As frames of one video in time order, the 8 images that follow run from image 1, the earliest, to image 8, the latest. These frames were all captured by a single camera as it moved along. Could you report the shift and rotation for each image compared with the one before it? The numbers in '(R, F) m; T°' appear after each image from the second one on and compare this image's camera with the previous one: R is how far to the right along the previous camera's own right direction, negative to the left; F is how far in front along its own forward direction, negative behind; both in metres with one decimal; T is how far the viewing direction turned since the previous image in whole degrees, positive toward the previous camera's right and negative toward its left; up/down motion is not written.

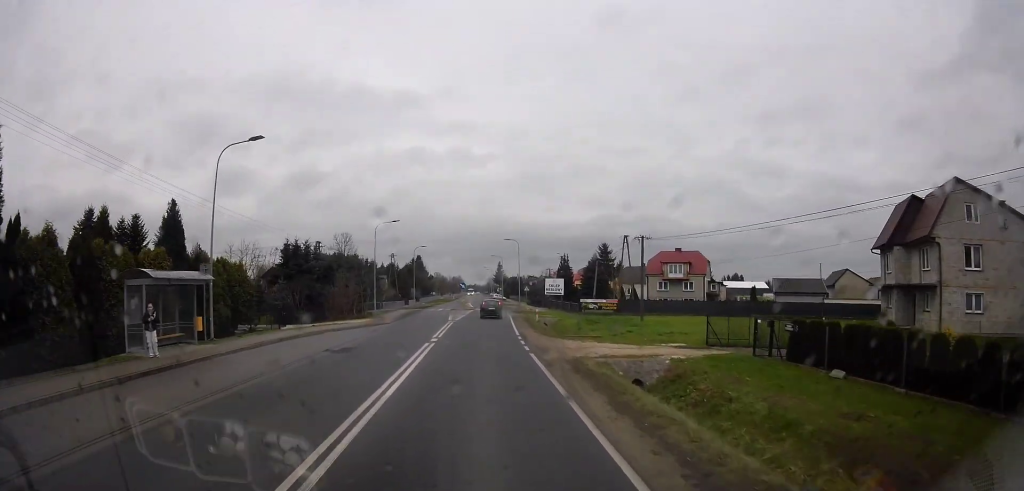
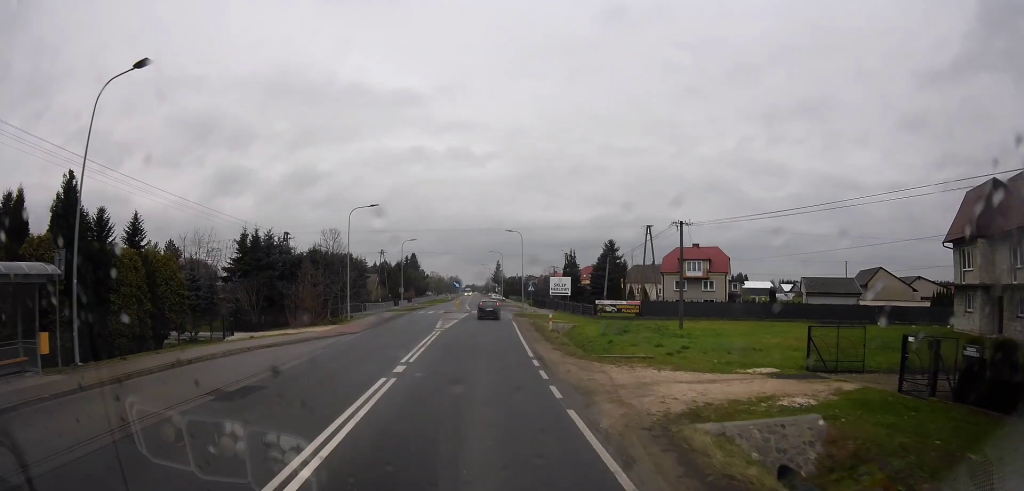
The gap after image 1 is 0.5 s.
(-0.4, +7.8) m; -1°
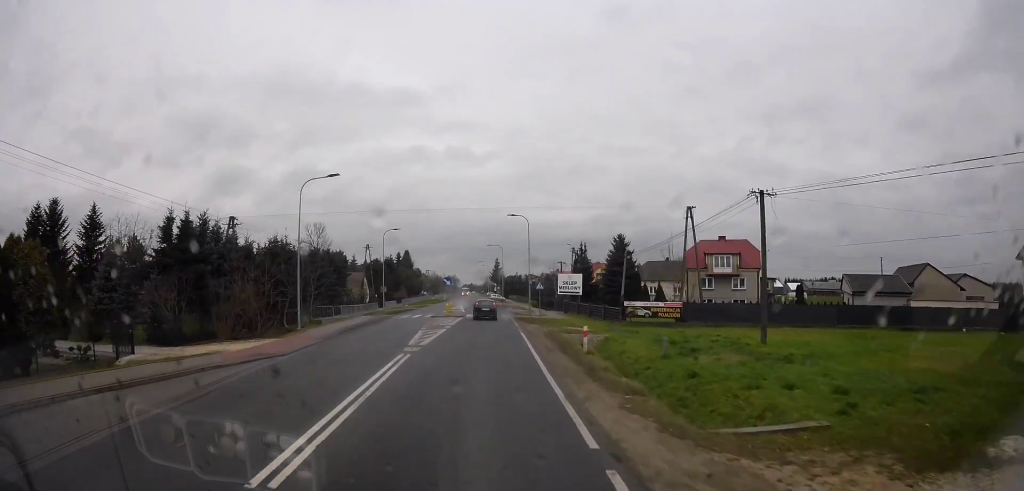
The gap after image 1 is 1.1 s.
(-0.6, +9.7) m; -1°
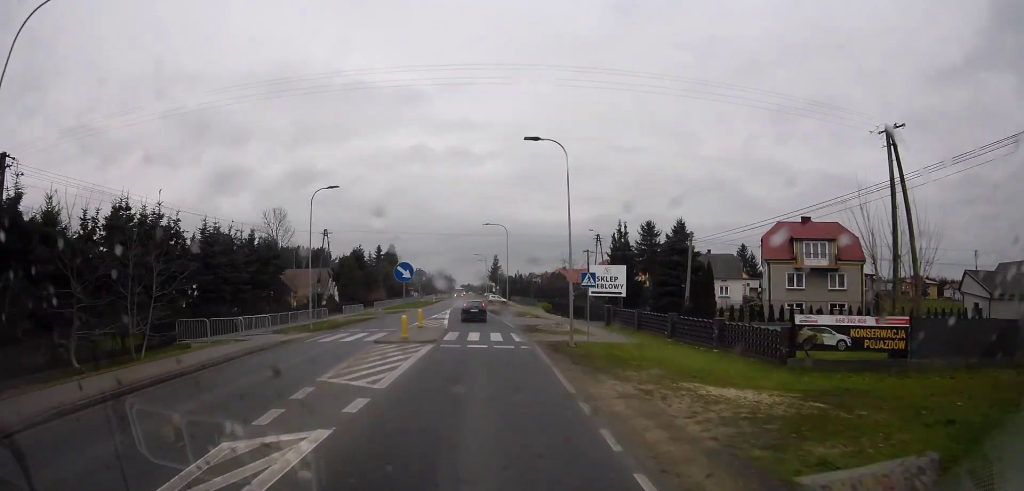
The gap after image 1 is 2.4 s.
(+0.3, +19.5) m; -1°
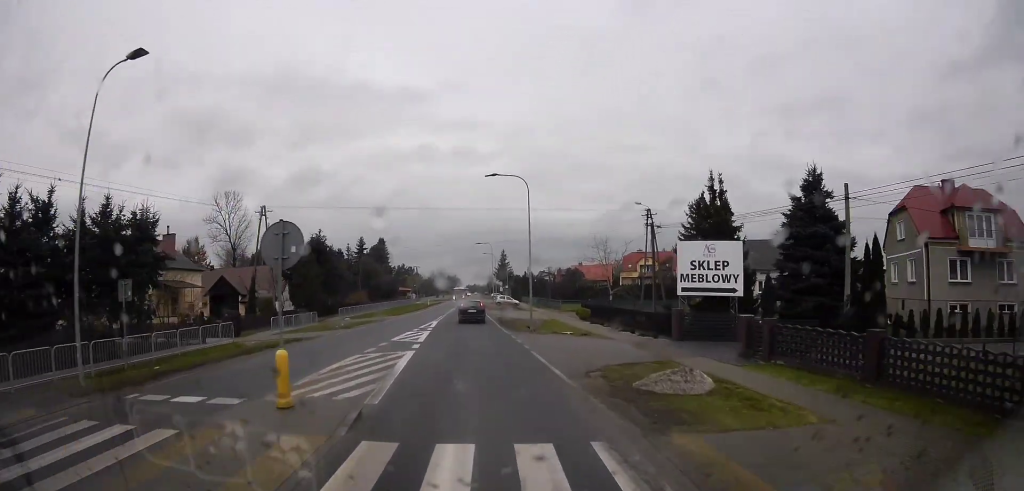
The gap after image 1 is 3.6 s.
(-0.1, +18.3) m; +3°
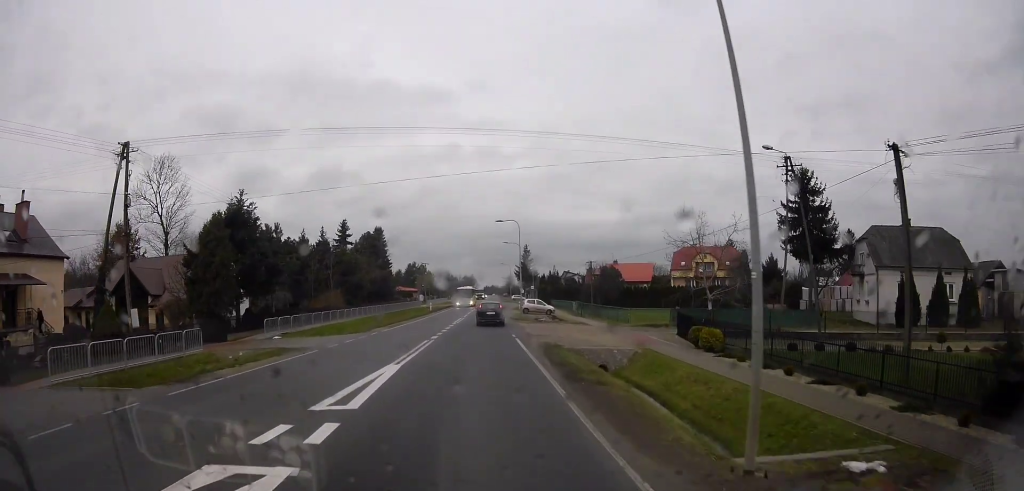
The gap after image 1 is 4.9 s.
(+0.9, +20.2) m; +2°
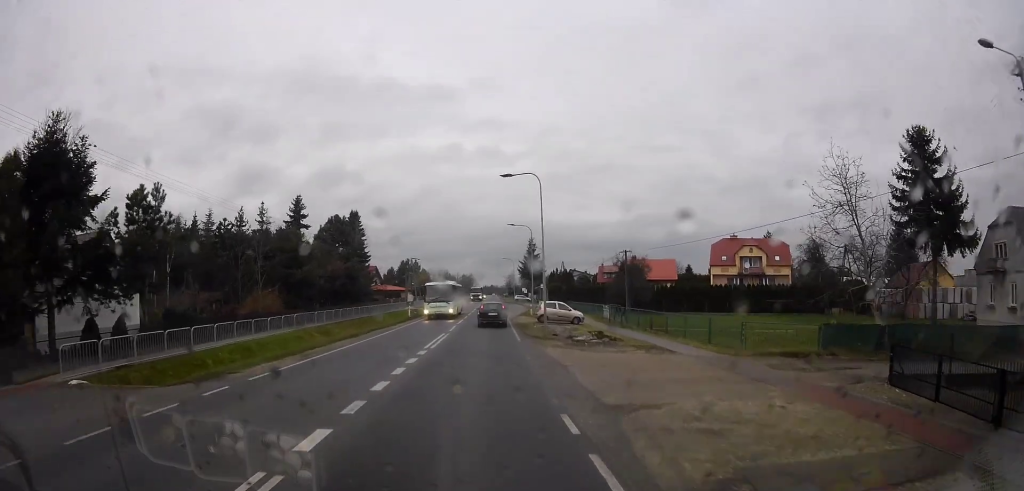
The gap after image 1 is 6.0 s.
(-0.3, +15.9) m; -1°
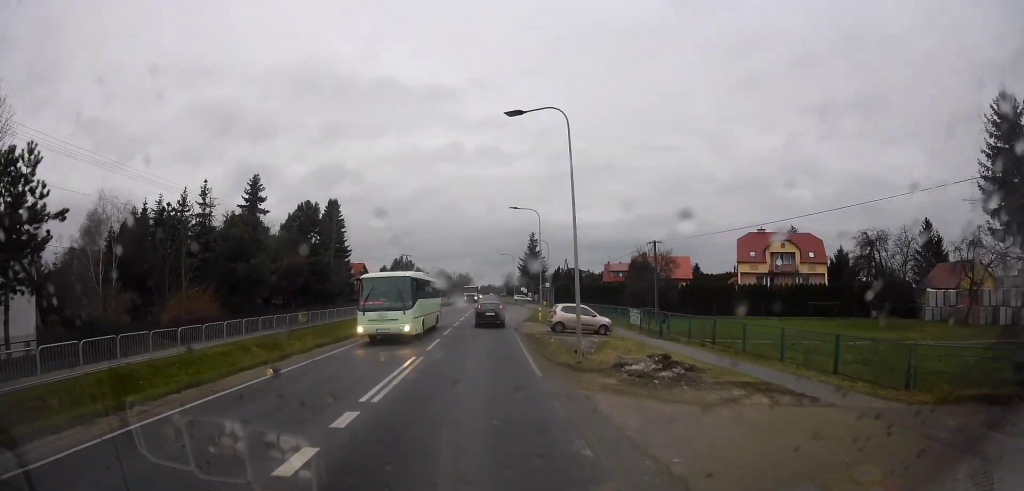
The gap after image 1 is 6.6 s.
(0.0, +8.8) m; 0°
